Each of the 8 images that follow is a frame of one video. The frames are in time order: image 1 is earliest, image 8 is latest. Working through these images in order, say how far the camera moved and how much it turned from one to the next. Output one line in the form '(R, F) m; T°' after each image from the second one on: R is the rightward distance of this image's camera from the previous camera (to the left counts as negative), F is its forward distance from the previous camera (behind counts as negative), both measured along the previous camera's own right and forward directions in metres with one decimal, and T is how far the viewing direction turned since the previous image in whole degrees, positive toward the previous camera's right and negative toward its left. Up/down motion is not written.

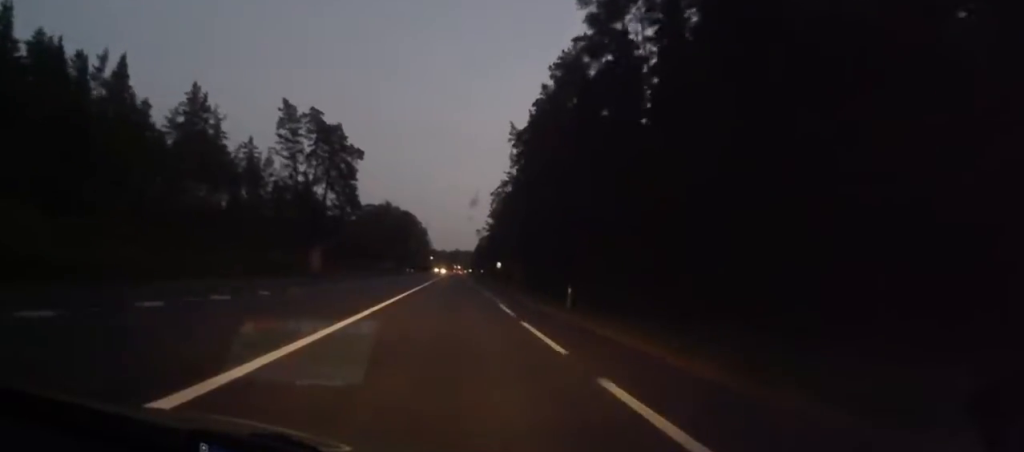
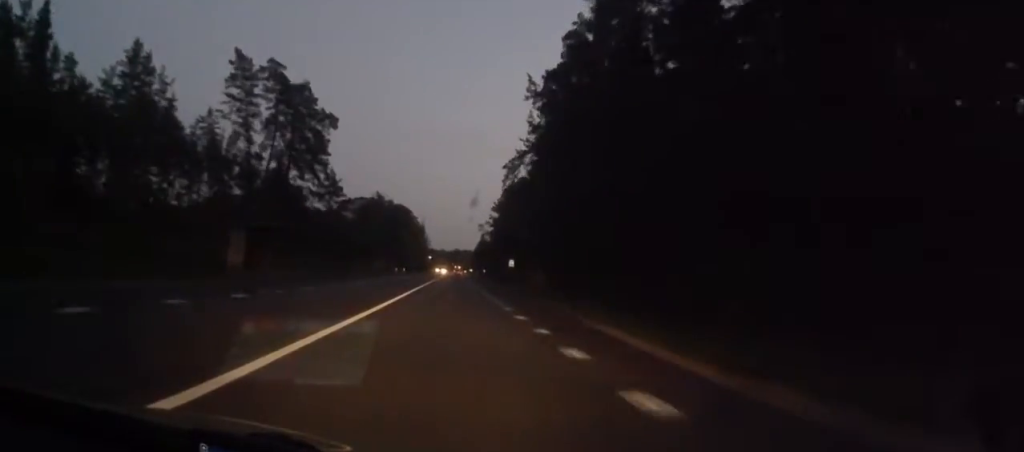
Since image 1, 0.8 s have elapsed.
(-0.3, +22.8) m; 0°
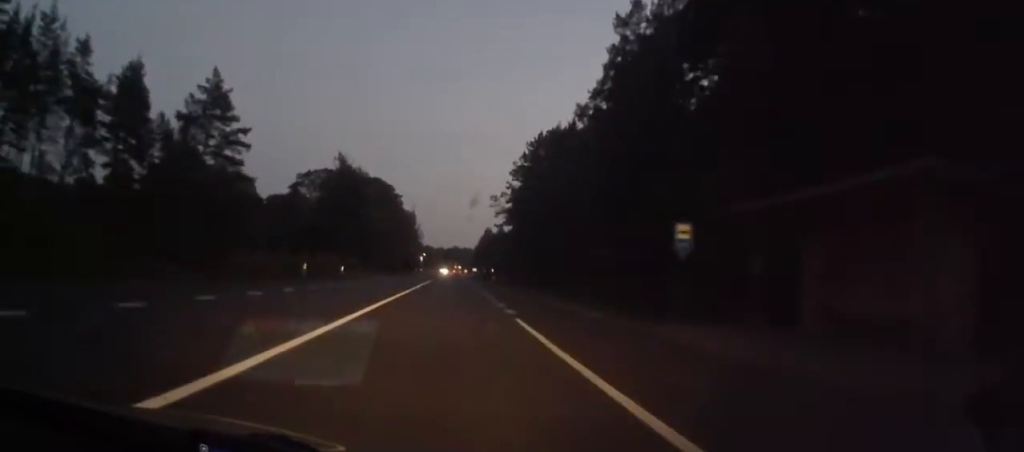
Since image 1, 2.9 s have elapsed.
(0.0, +59.9) m; -1°
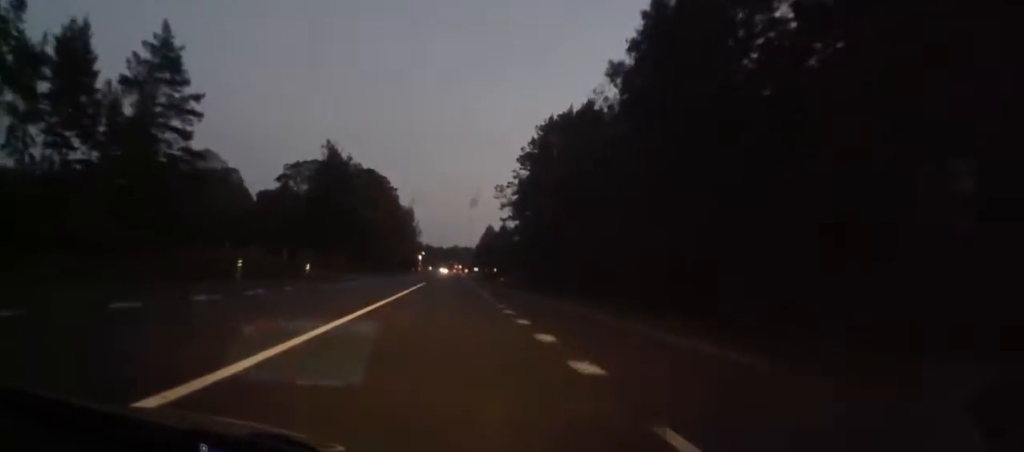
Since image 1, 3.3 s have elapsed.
(0.0, +12.3) m; 0°
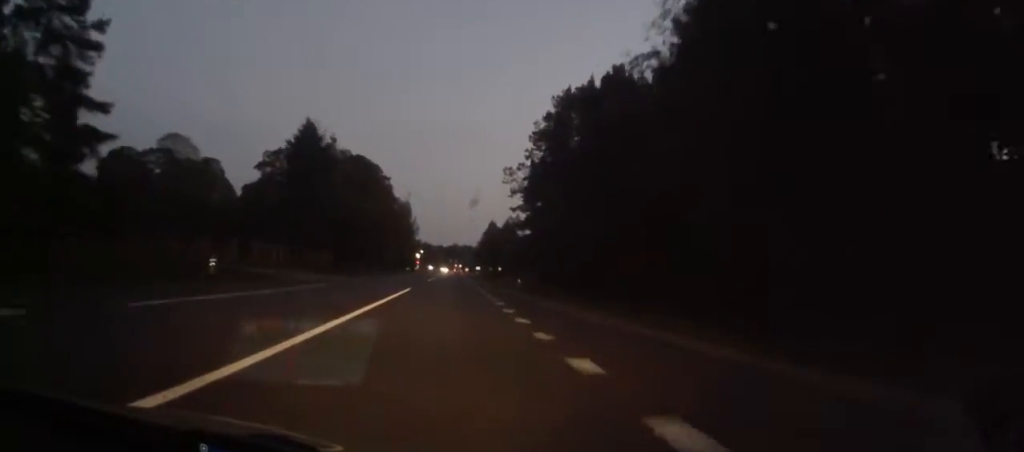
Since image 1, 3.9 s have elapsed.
(0.0, +16.1) m; 0°
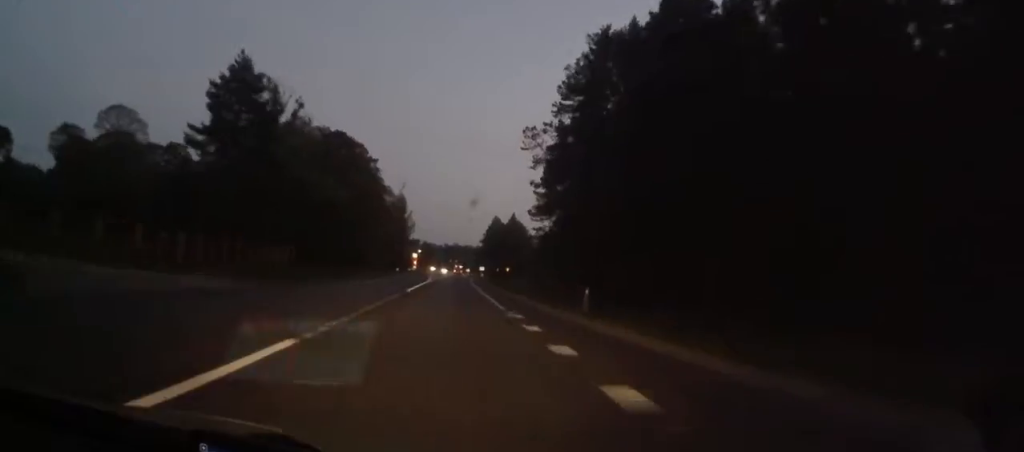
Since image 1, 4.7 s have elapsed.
(+0.2, +22.7) m; +1°
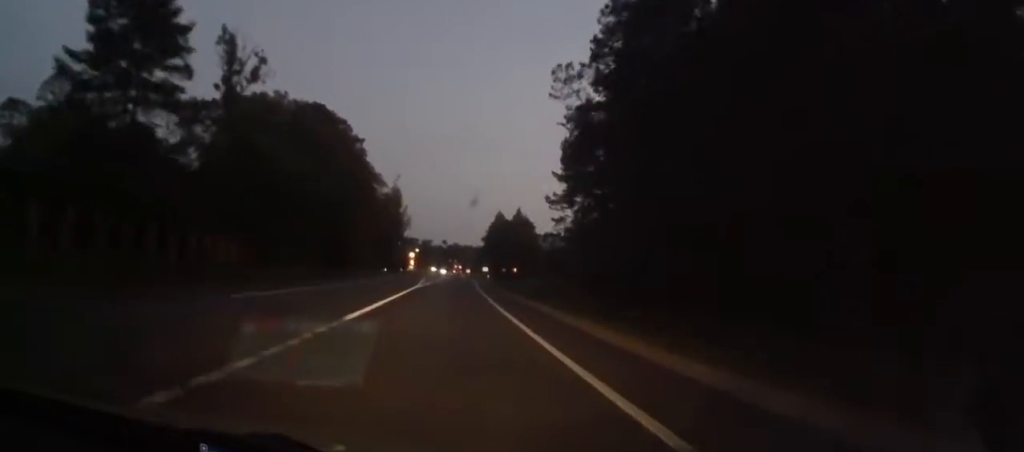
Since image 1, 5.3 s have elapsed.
(0.0, +16.9) m; 0°
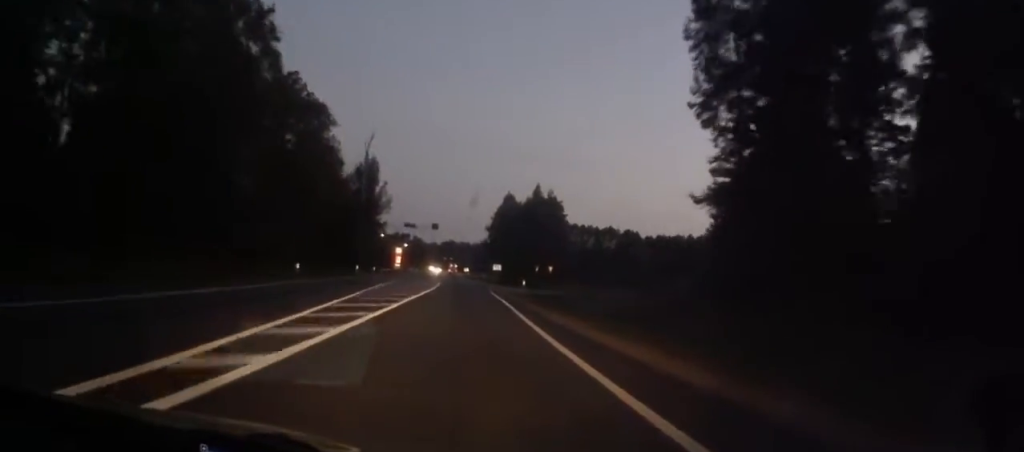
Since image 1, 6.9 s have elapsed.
(+0.4, +45.8) m; 0°
